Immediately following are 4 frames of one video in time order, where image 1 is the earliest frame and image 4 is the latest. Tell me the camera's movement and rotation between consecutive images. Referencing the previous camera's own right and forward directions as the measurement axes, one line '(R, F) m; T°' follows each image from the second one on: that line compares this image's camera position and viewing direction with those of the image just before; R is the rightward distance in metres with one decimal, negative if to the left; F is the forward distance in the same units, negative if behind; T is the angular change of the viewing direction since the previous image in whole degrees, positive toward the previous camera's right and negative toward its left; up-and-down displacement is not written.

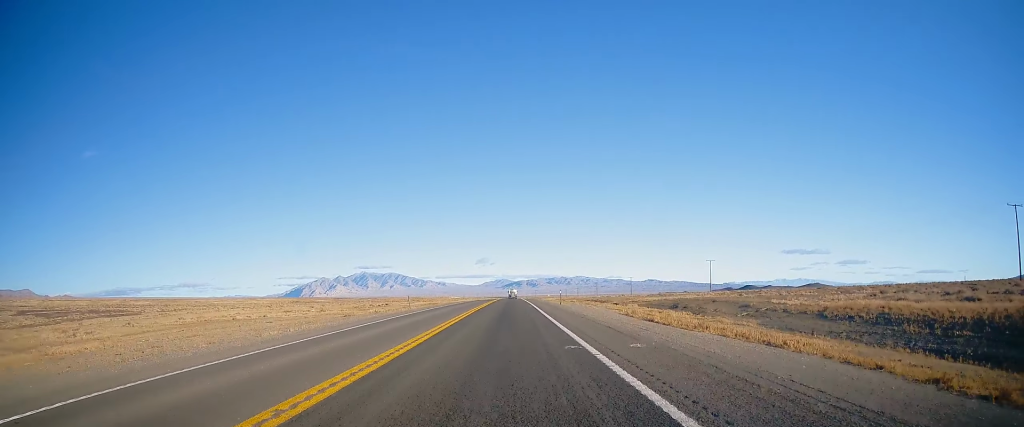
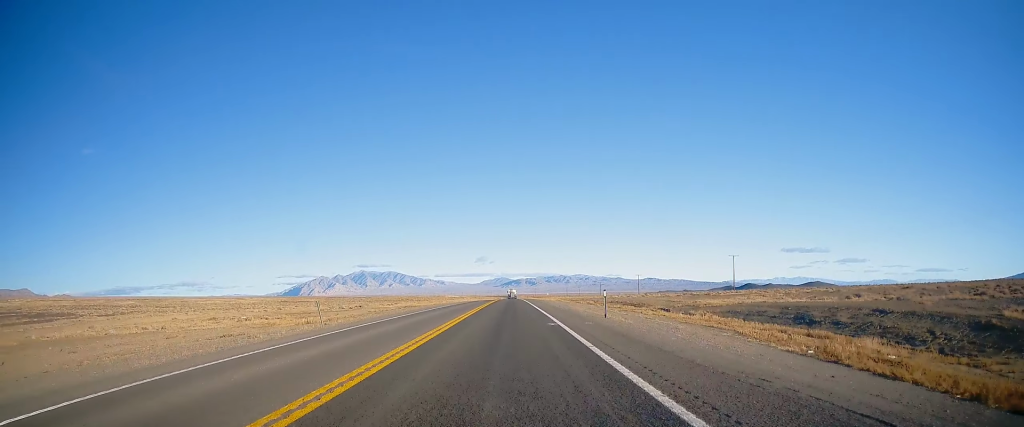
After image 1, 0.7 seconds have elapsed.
(0.0, +21.8) m; 0°
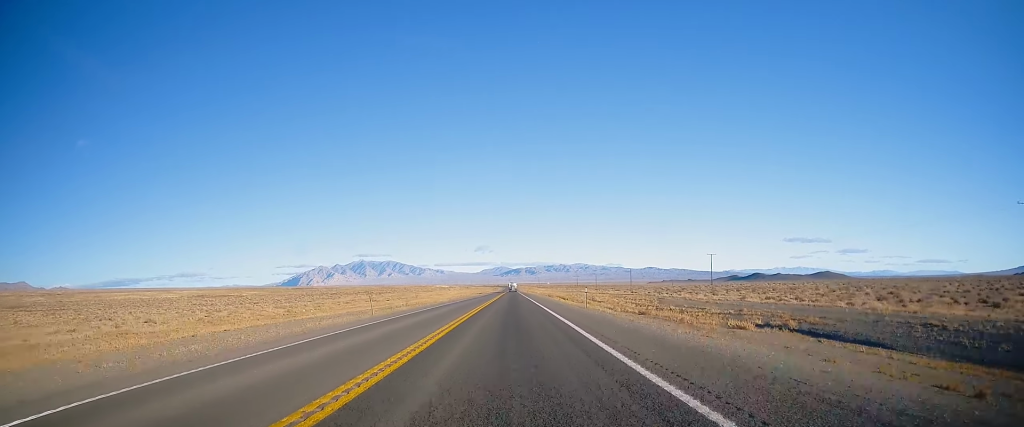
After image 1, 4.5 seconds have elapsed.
(-0.7, +112.5) m; -1°
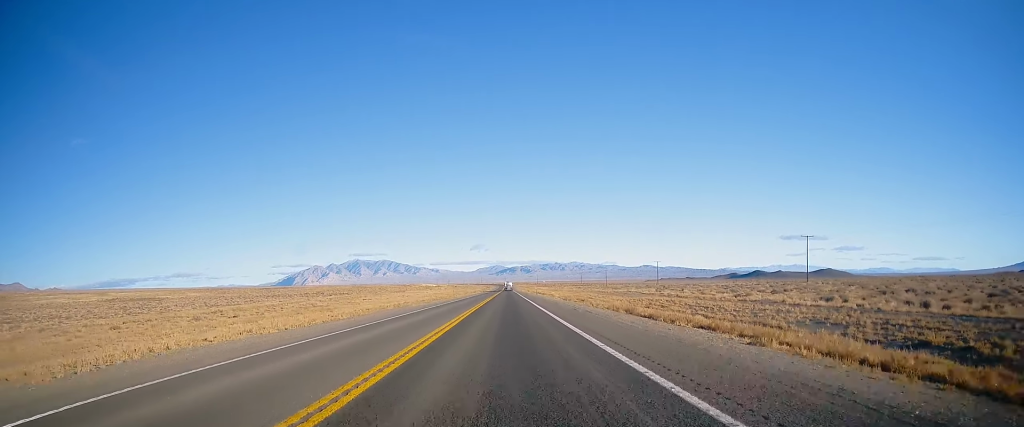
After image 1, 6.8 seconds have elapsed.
(+0.1, +68.5) m; +1°
